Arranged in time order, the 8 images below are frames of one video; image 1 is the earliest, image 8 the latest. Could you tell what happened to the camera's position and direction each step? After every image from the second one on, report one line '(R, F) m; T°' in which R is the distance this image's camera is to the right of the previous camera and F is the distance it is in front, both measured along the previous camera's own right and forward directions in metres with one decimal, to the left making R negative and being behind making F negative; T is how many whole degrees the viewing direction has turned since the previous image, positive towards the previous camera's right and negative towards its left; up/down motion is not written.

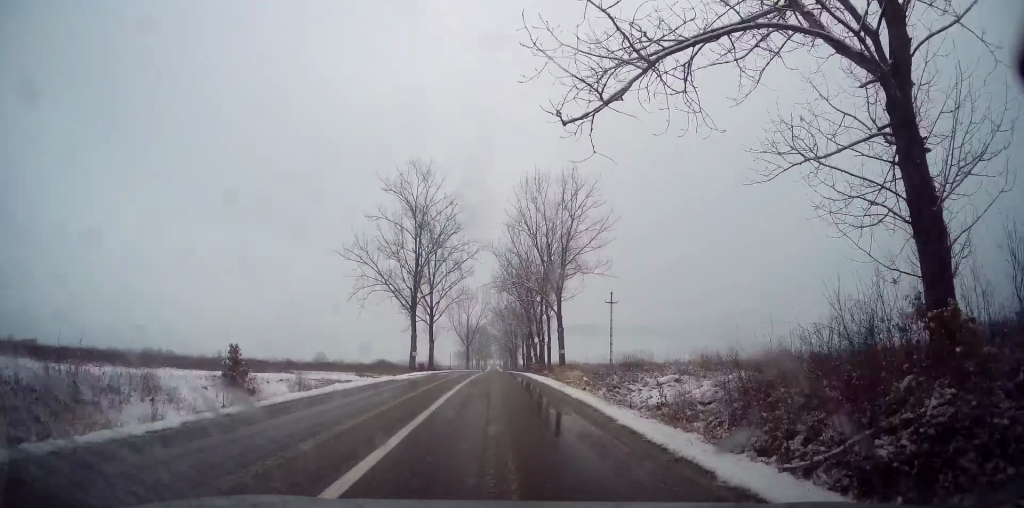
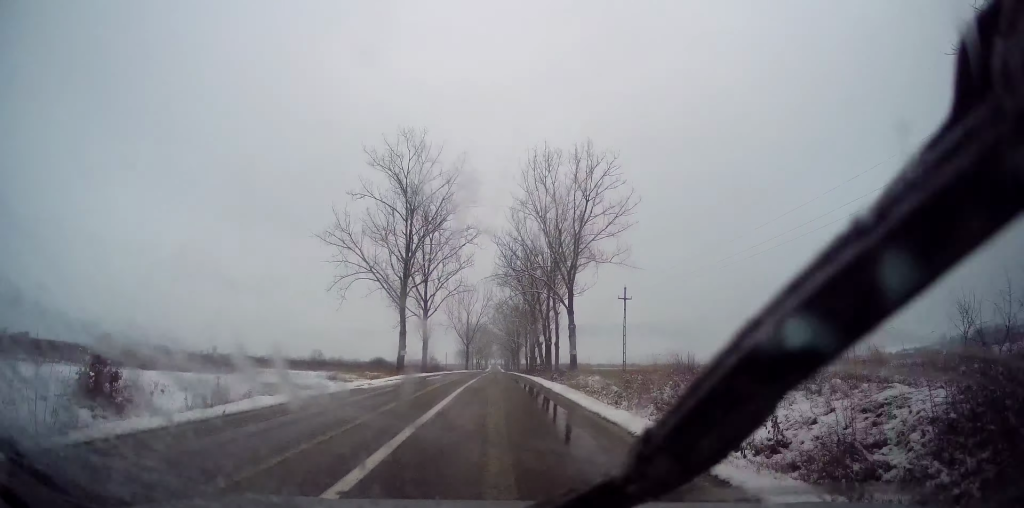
(0.0, +6.2) m; 0°
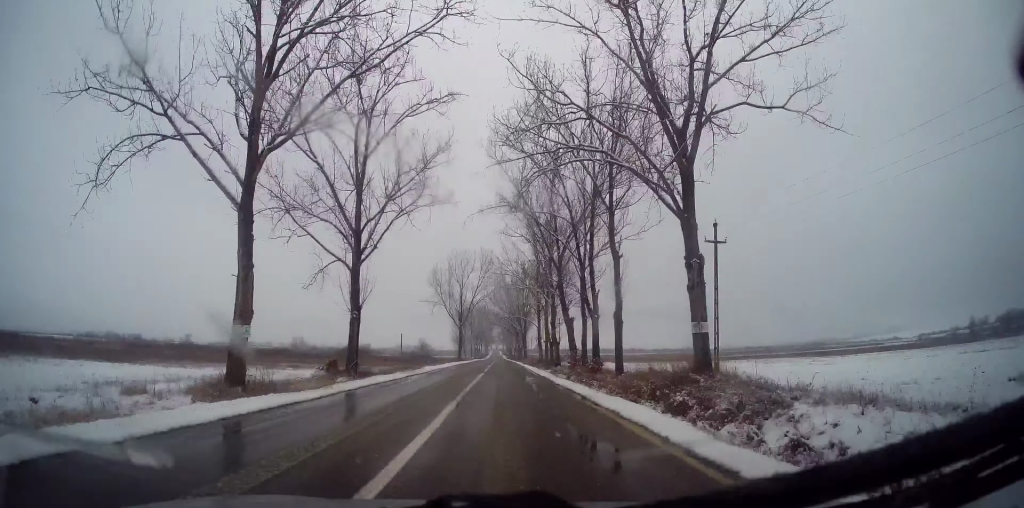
(-0.3, +25.6) m; -1°
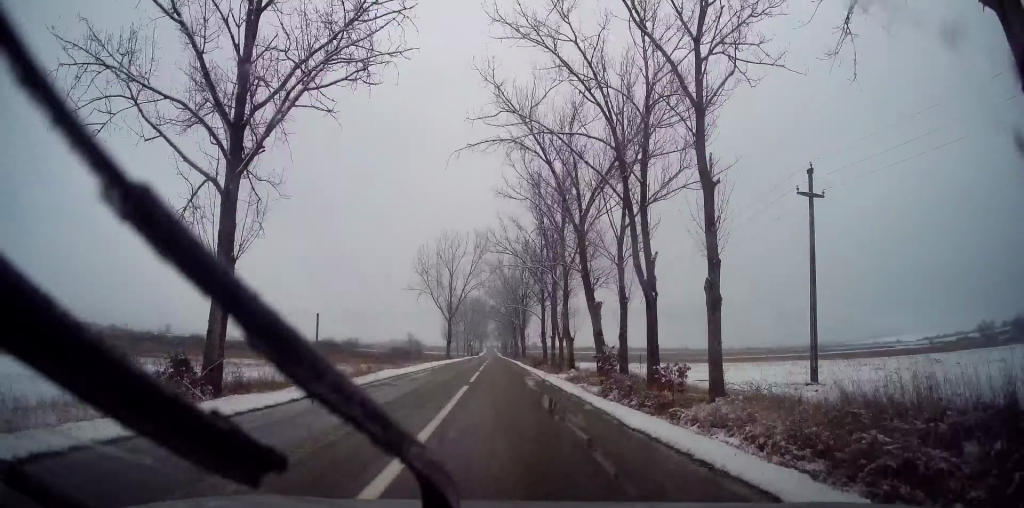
(-0.1, +12.3) m; 0°
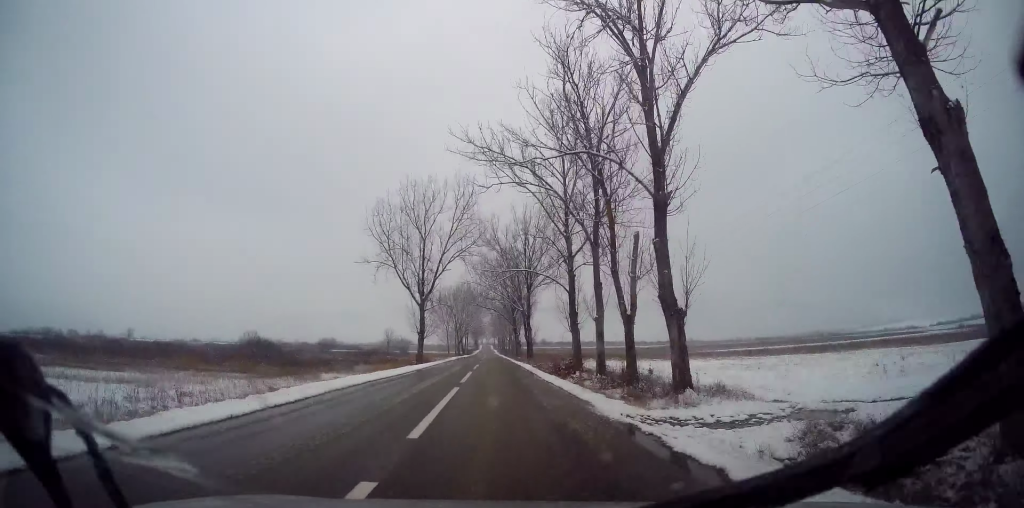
(+0.5, +24.3) m; +2°
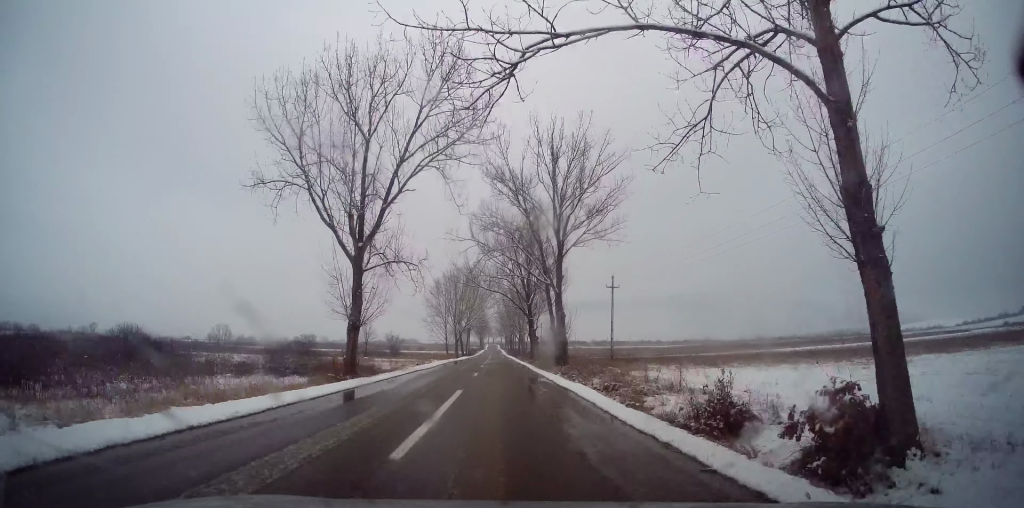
(-0.2, +25.8) m; -2°
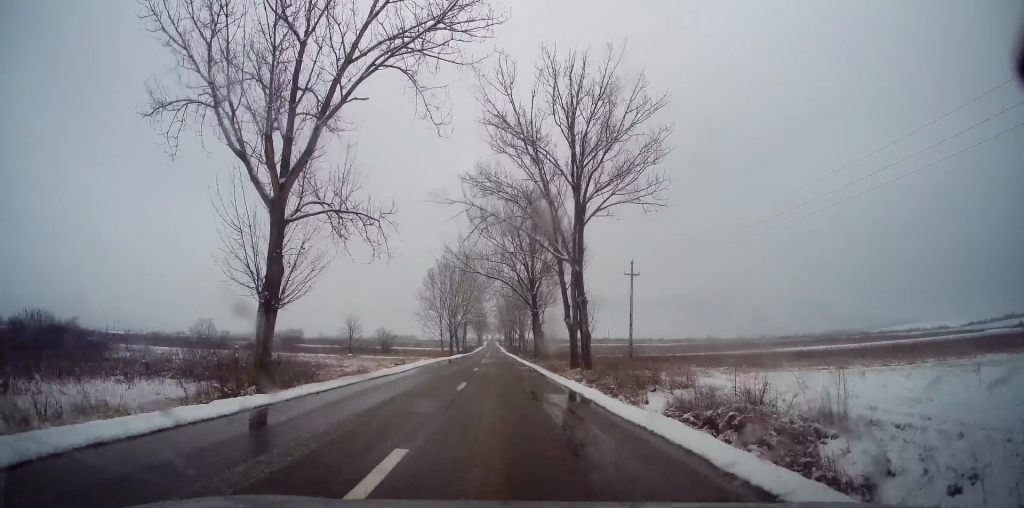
(-0.3, +9.4) m; 0°
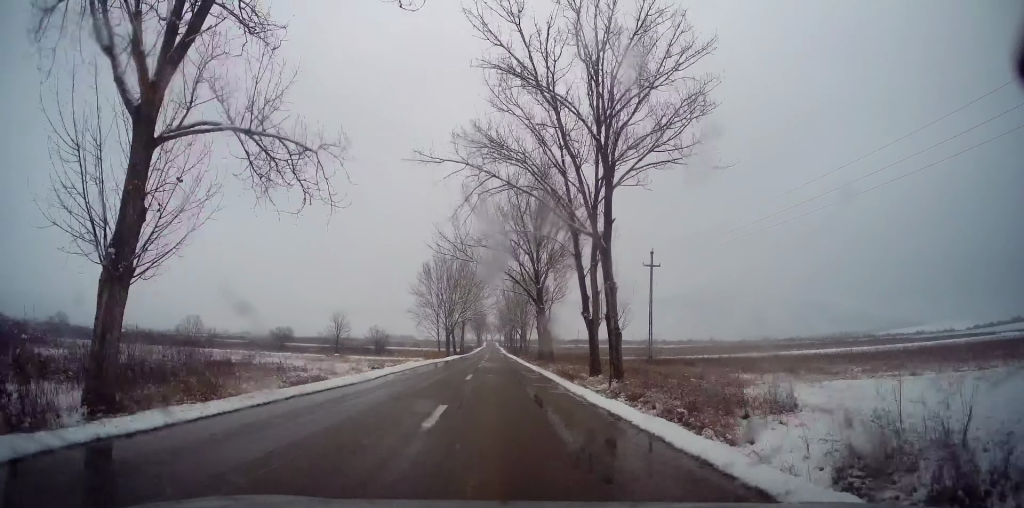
(+0.1, +6.9) m; 0°
